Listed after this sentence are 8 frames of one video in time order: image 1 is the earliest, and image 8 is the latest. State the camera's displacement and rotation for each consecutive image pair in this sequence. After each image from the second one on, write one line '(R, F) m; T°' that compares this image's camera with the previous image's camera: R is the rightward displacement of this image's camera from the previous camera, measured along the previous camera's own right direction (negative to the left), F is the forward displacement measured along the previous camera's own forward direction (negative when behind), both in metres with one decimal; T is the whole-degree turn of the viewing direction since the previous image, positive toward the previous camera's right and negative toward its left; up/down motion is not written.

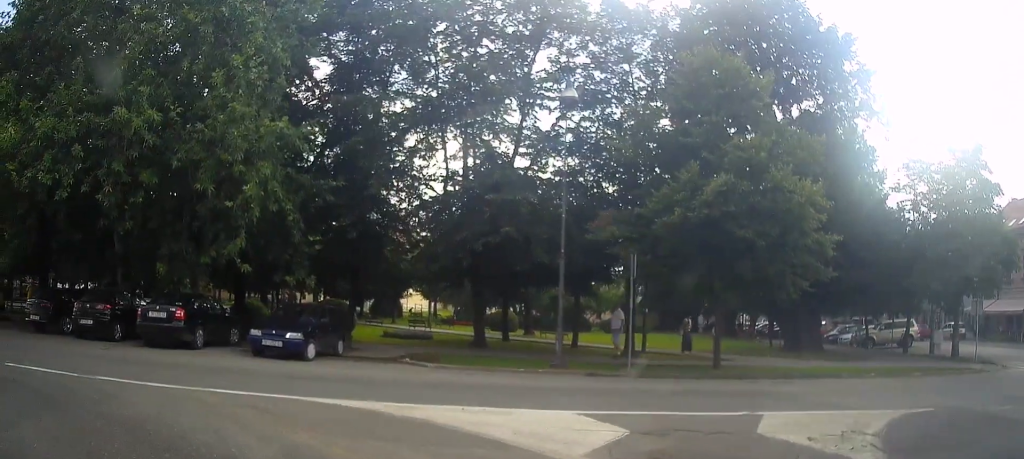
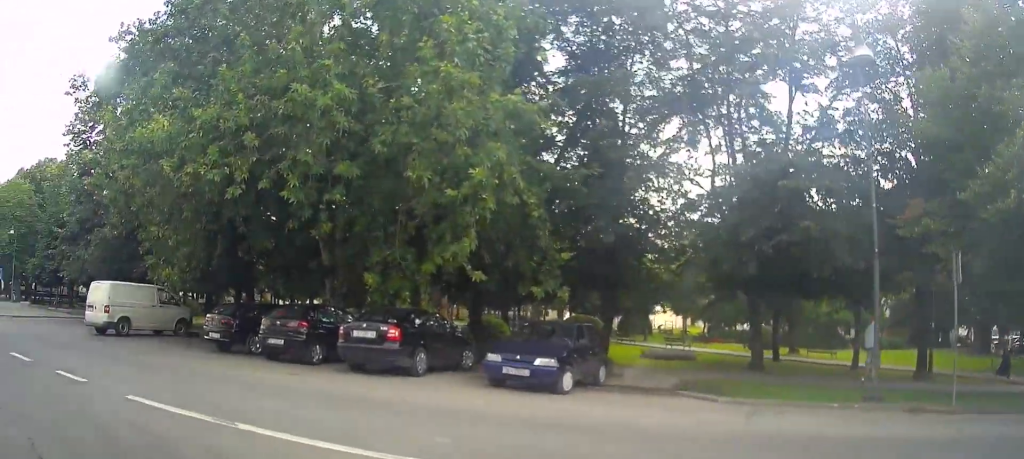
(-0.4, +3.0) m; -24°
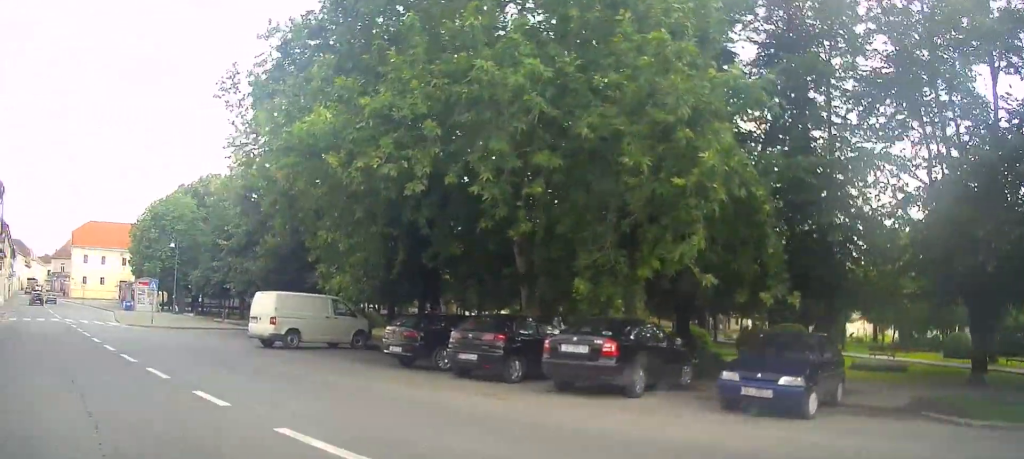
(-0.3, +1.5) m; -13°
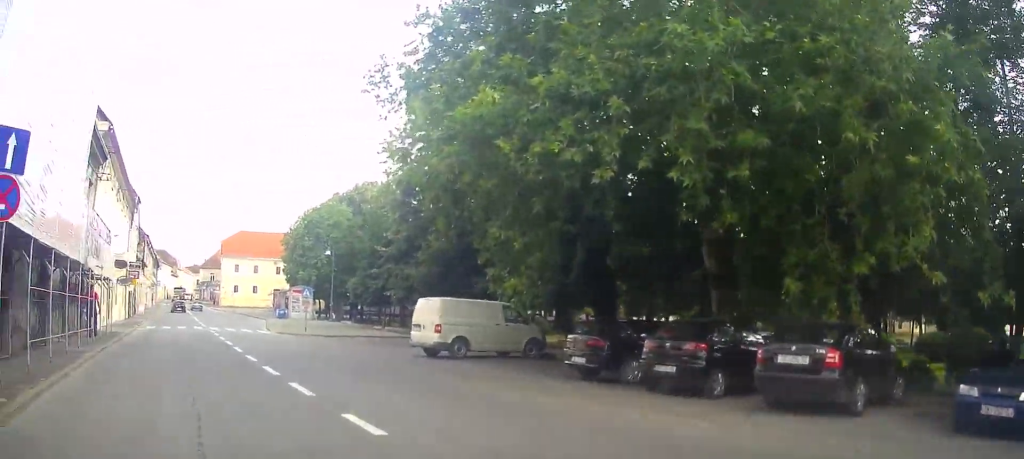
(-0.1, +1.3) m; -10°
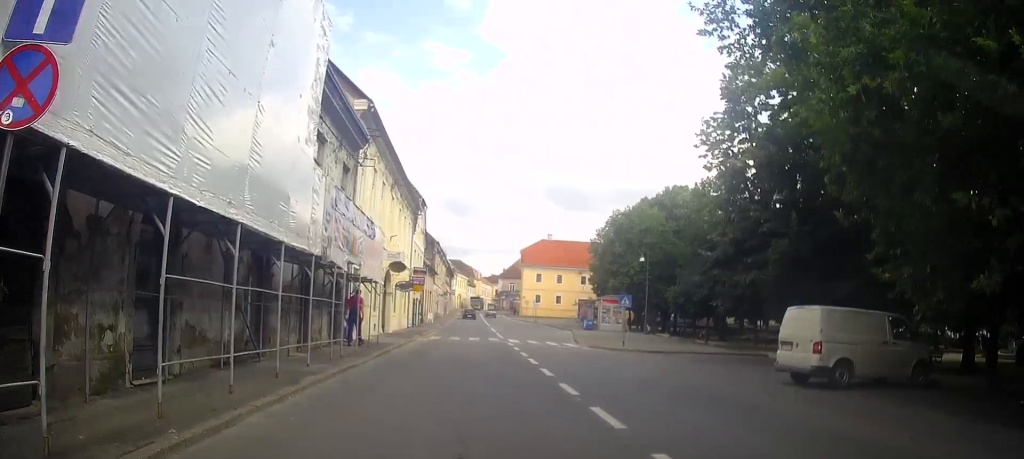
(-0.9, +4.1) m; -19°
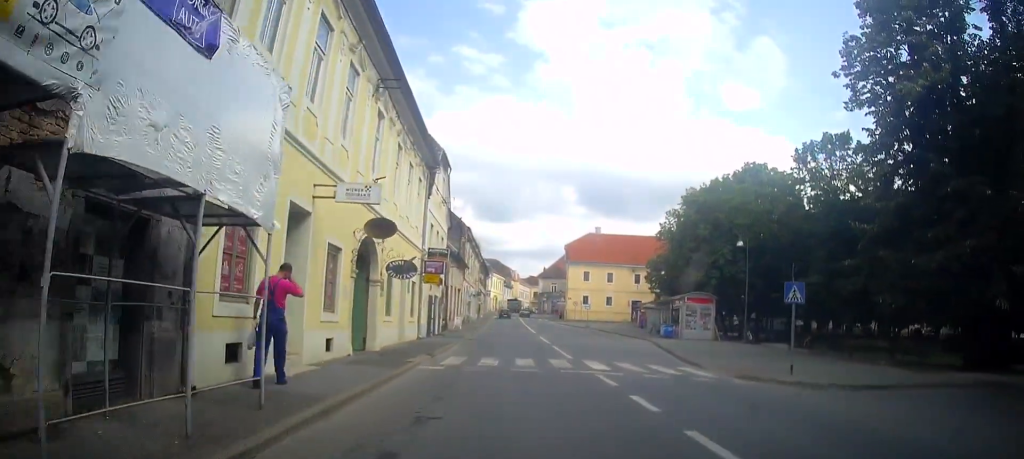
(-0.3, +11.9) m; +3°
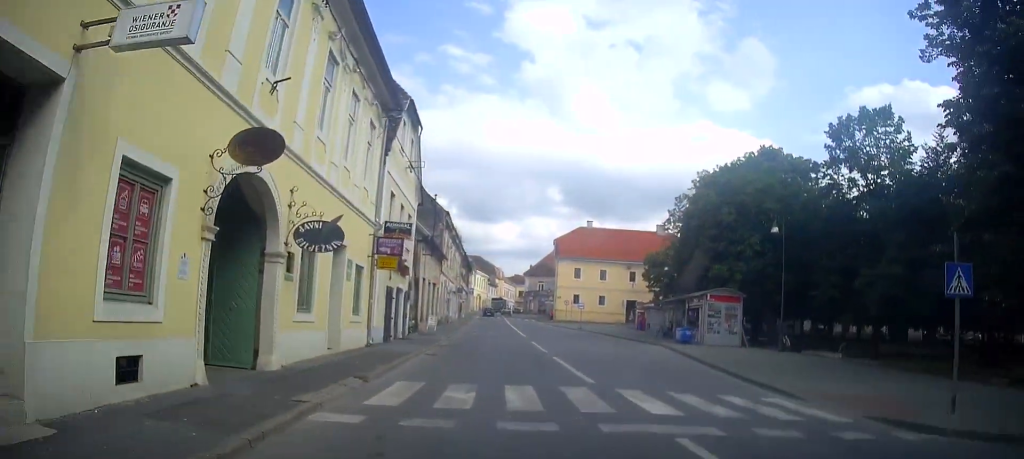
(+0.3, +6.9) m; +3°
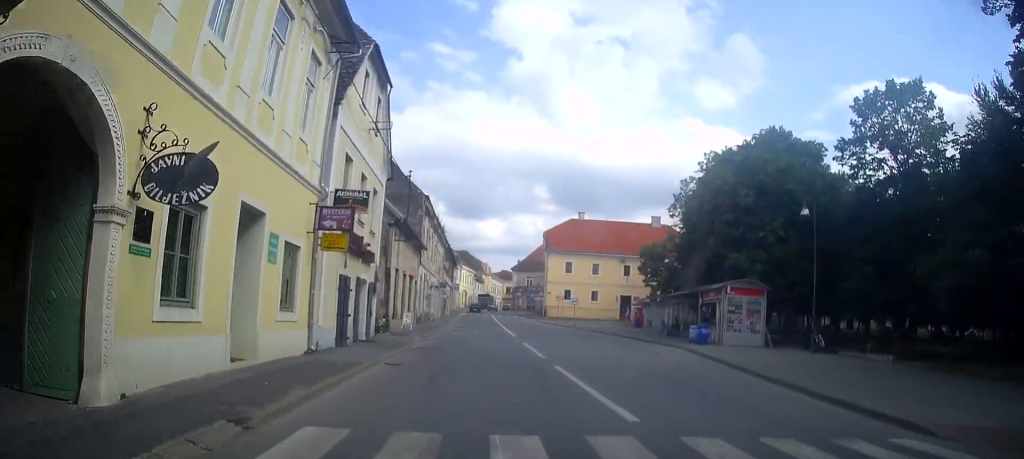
(+0.1, +4.6) m; +1°
